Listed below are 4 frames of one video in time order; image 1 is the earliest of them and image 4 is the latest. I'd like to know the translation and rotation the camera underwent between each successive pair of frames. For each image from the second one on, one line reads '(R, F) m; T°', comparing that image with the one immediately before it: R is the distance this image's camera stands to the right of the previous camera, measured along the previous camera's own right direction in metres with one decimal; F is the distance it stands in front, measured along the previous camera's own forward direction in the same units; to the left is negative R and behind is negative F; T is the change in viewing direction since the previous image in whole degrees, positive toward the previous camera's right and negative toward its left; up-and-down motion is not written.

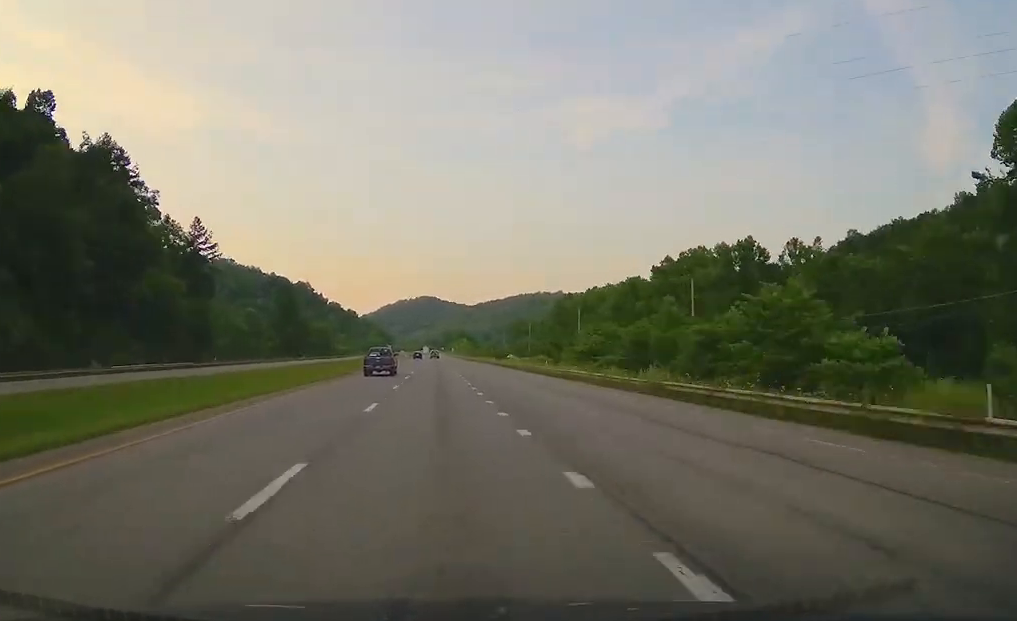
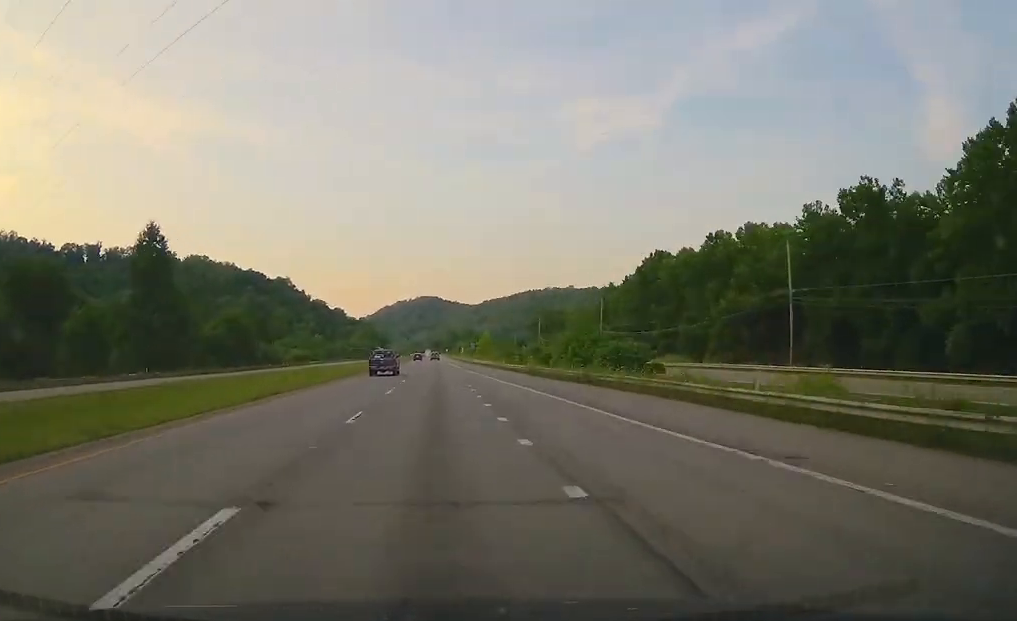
(-0.9, +87.5) m; -1°
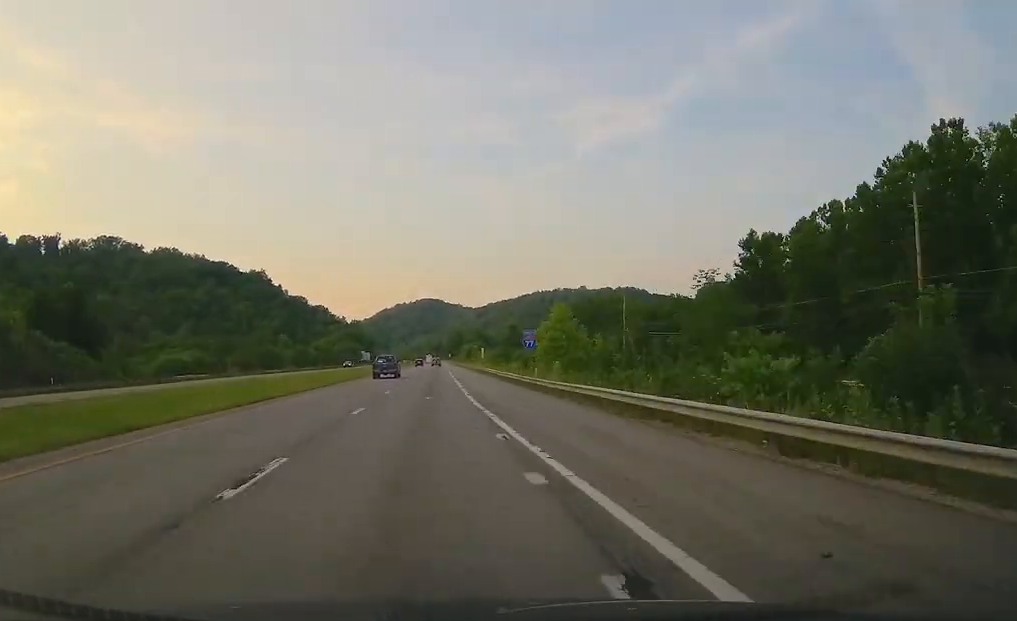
(-0.2, +81.8) m; 0°
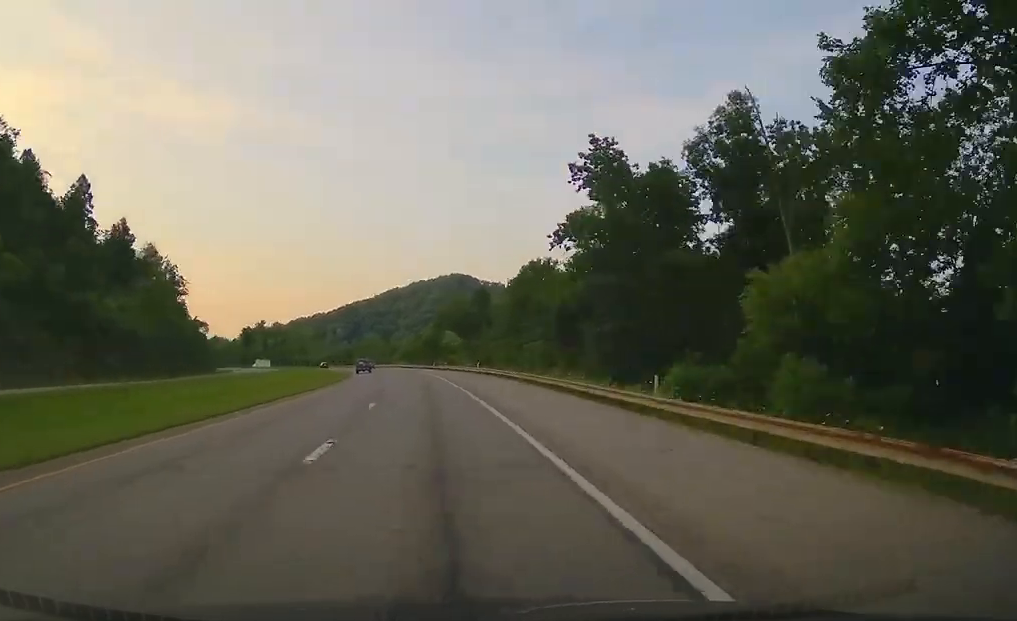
(-8.4, +377.4) m; -8°
